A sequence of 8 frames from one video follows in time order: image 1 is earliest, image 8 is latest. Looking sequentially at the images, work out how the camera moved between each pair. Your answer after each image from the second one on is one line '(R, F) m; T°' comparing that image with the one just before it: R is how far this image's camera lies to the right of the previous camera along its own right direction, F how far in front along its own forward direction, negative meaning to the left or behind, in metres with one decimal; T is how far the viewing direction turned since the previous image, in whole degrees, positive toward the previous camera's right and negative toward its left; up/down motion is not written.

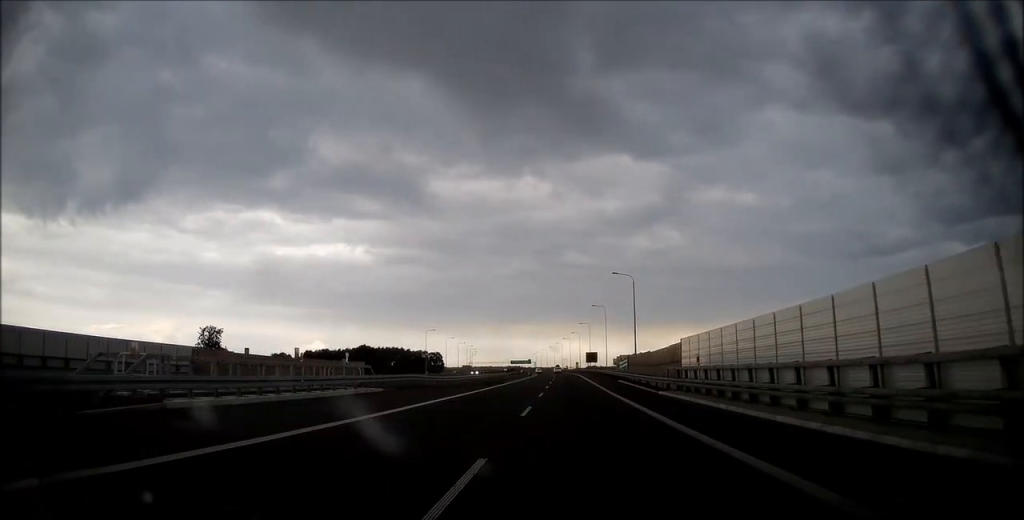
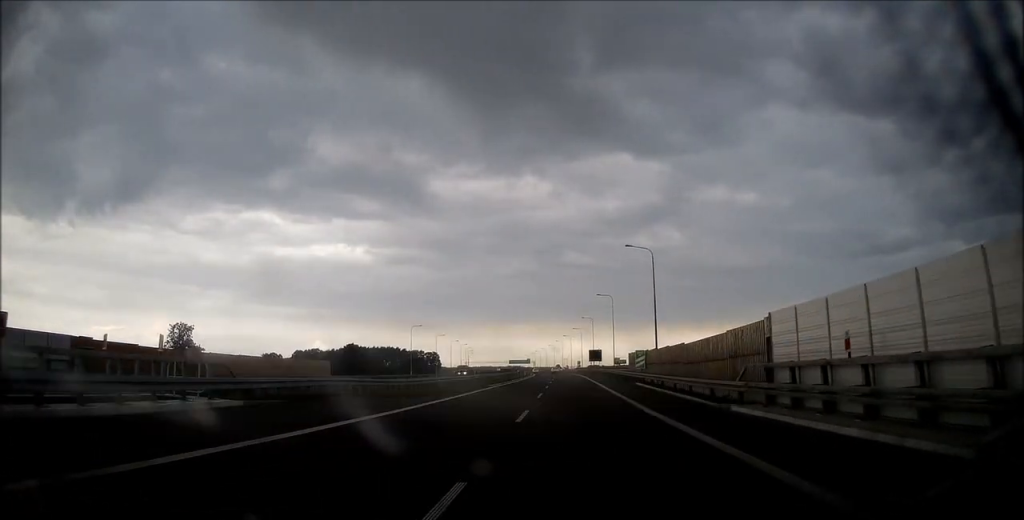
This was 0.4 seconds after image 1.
(0.0, +13.7) m; 0°
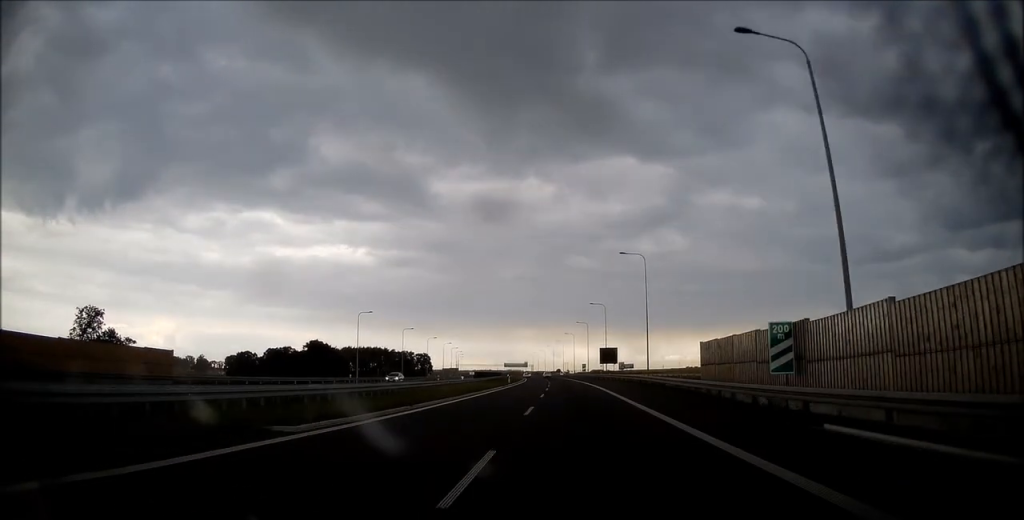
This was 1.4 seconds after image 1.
(-0.1, +33.0) m; 0°
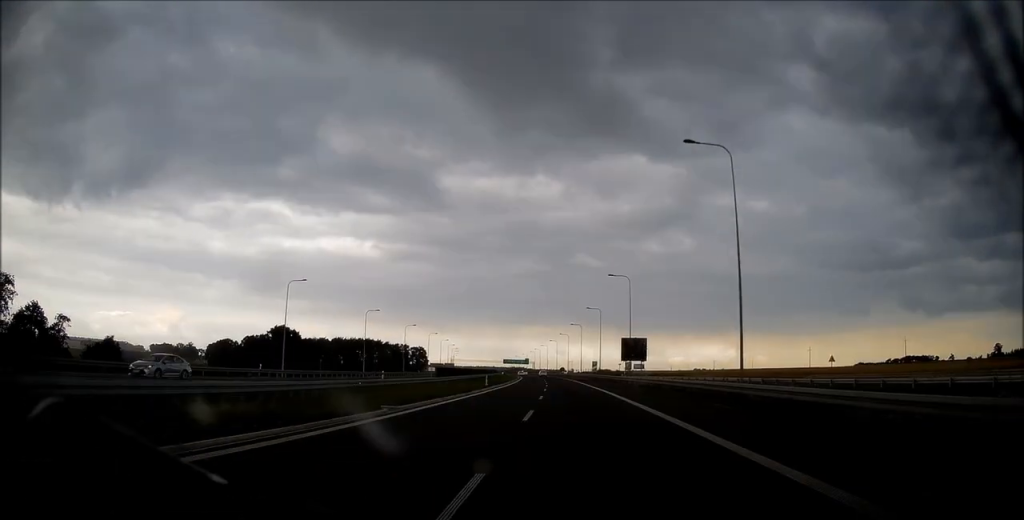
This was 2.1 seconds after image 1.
(0.0, +26.2) m; 0°
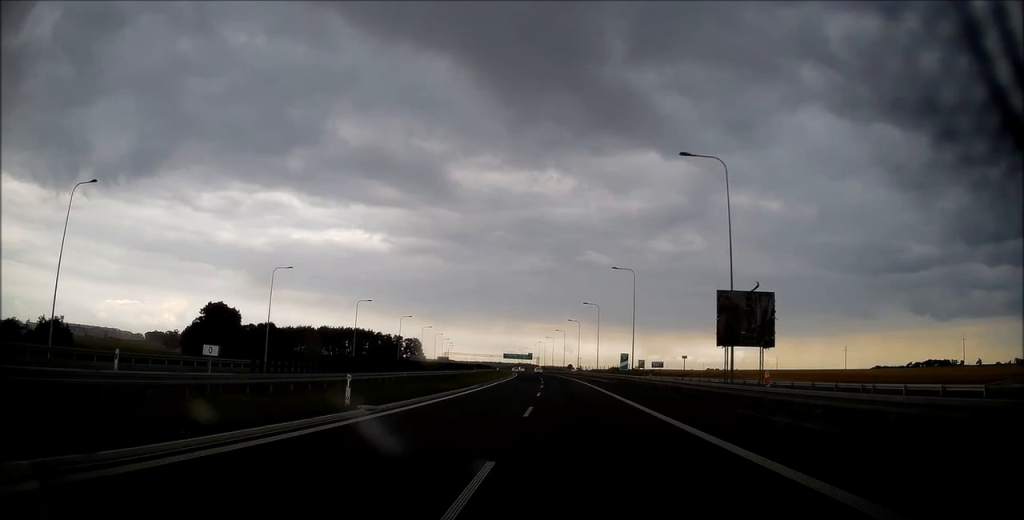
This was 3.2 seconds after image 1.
(-0.2, +35.1) m; -1°
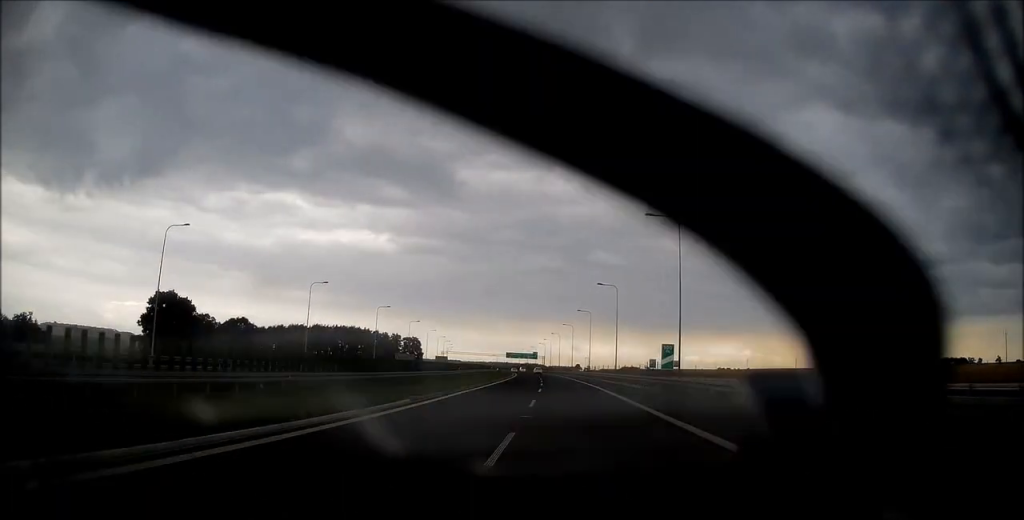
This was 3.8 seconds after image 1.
(-0.1, +20.3) m; 0°
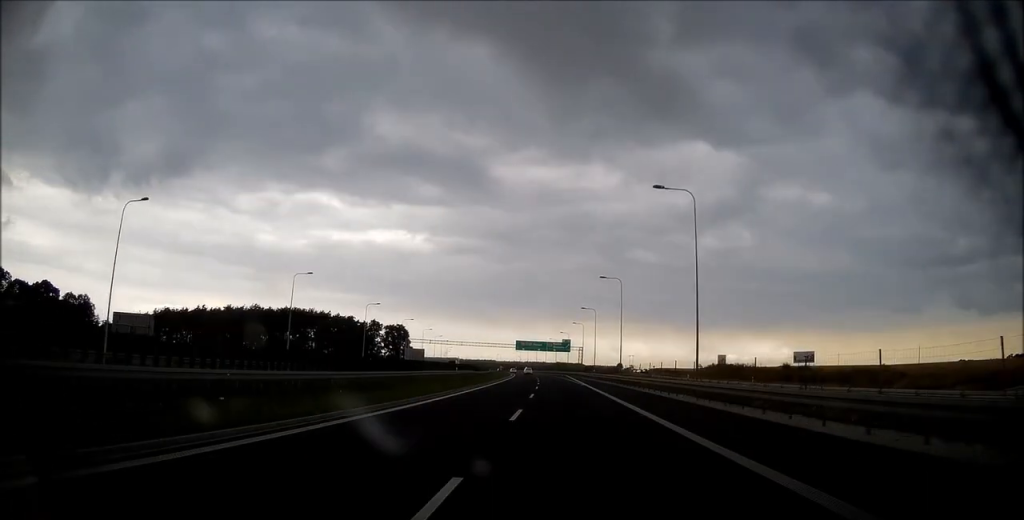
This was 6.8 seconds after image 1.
(-2.6, +101.3) m; -3°
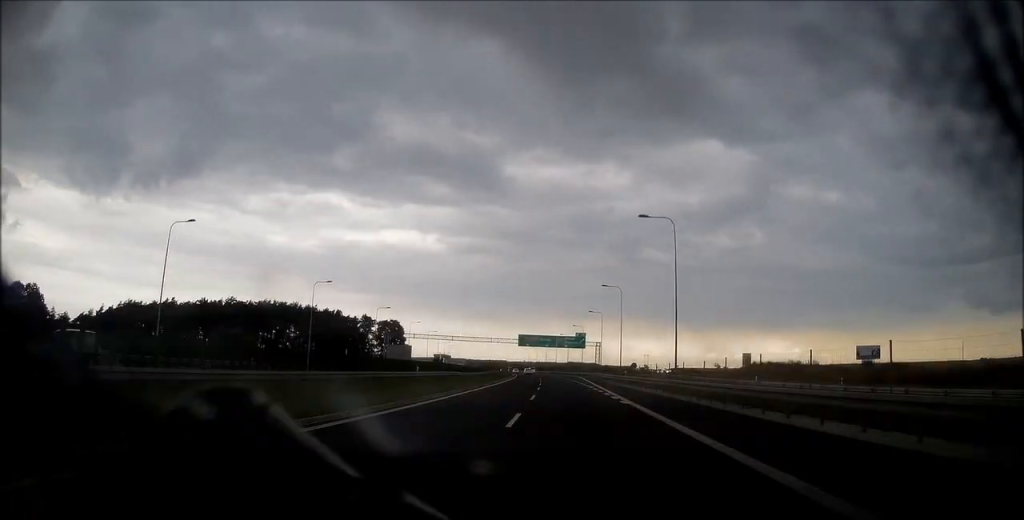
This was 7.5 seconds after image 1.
(-0.3, +25.9) m; -1°
